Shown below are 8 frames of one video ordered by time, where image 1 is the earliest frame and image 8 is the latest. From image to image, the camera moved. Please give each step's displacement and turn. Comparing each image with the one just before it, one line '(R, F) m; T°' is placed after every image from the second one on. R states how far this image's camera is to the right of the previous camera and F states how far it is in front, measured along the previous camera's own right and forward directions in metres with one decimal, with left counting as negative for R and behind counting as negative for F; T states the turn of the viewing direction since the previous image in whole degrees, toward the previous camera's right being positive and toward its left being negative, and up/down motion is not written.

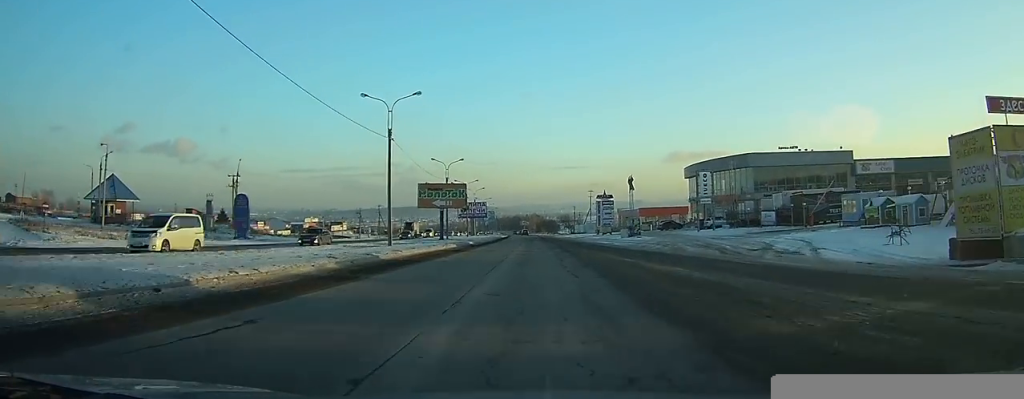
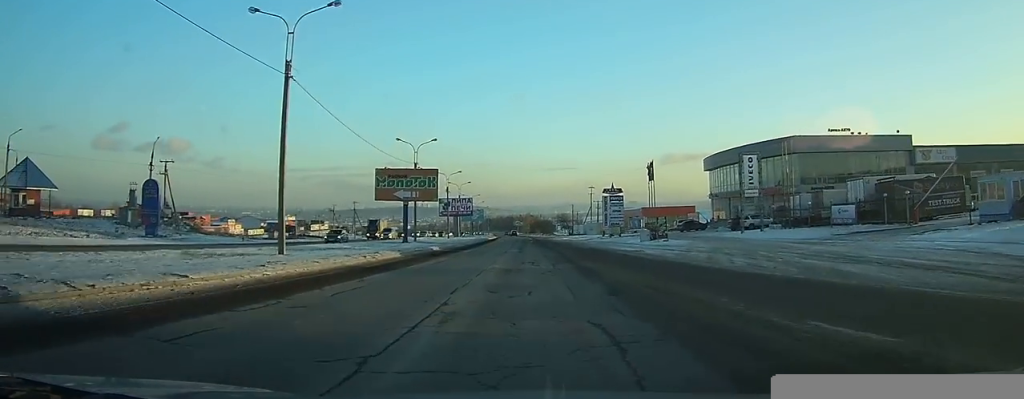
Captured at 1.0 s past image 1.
(+0.1, +17.6) m; +1°
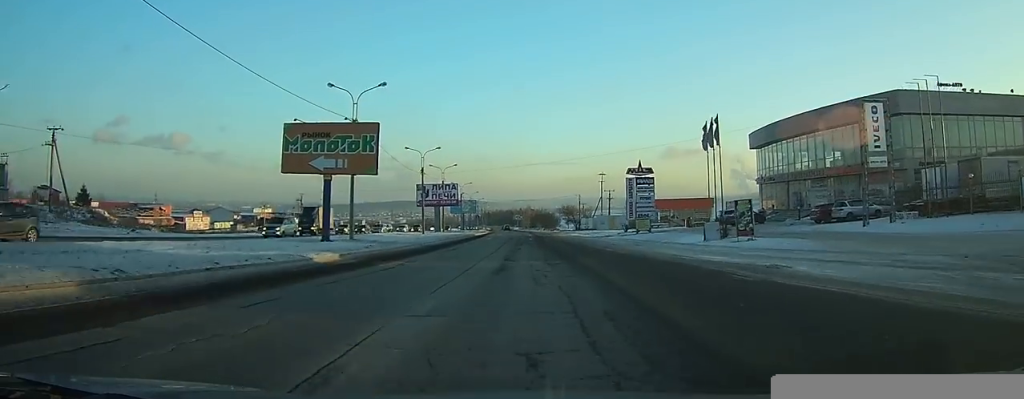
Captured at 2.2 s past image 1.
(+0.1, +21.7) m; +1°
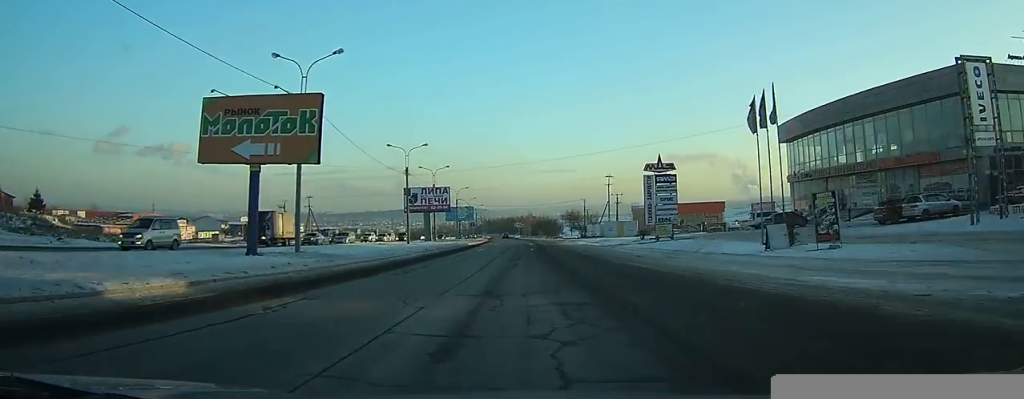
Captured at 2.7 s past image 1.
(+0.1, +9.6) m; 0°
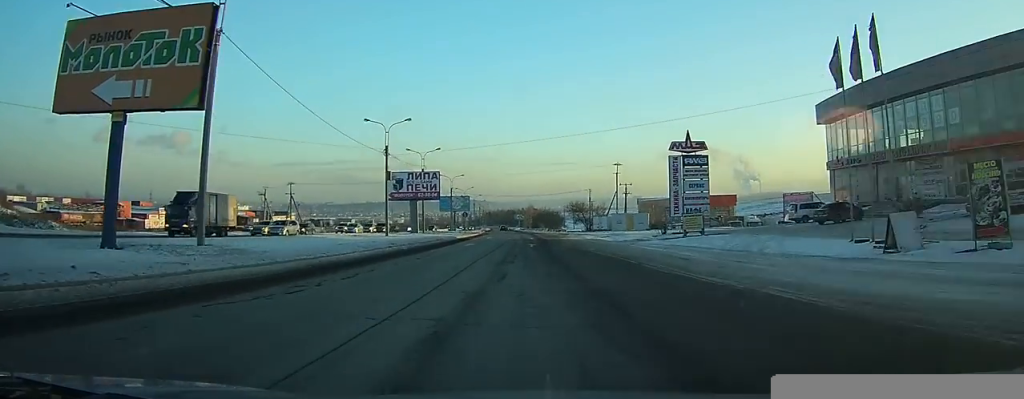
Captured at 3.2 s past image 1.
(0.0, +9.5) m; 0°
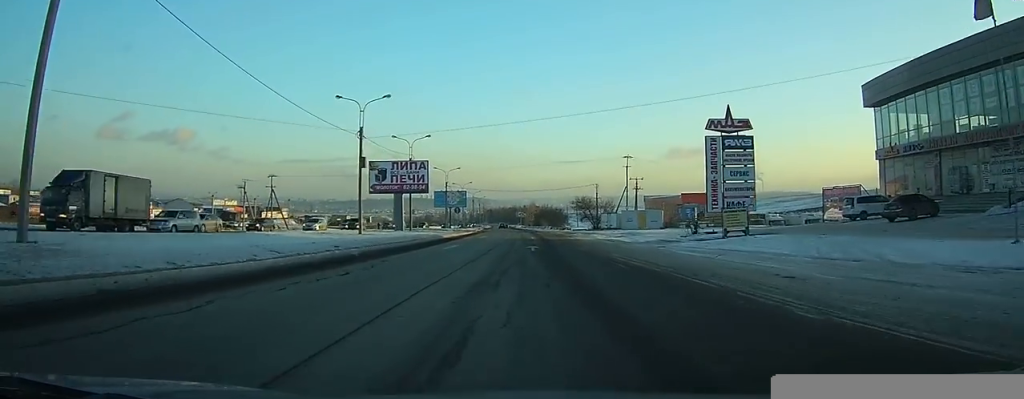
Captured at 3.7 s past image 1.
(0.0, +8.9) m; 0°
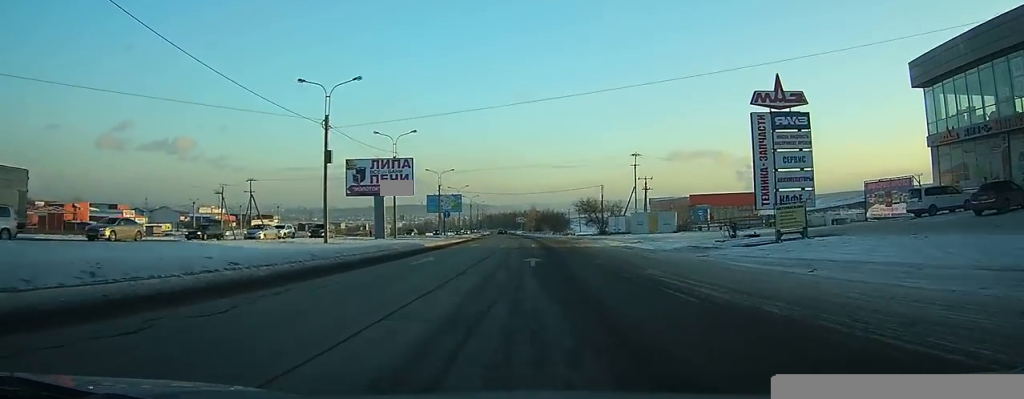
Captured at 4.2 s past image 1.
(0.0, +7.7) m; 0°
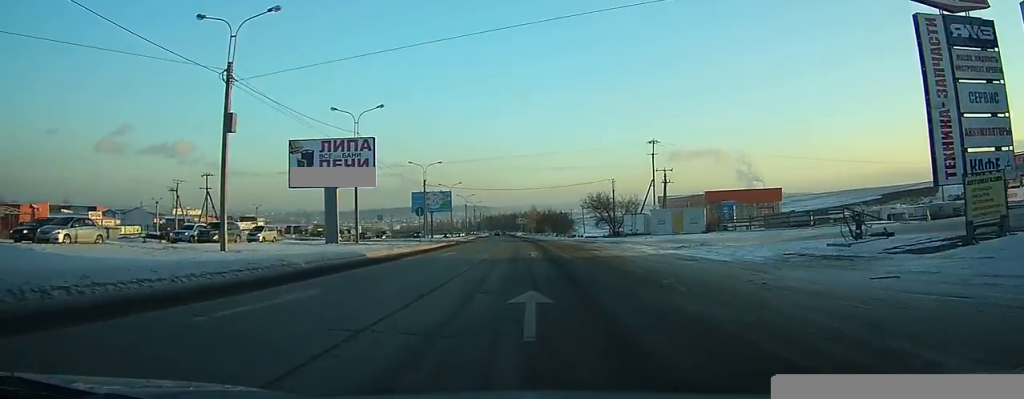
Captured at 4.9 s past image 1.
(0.0, +13.1) m; 0°
